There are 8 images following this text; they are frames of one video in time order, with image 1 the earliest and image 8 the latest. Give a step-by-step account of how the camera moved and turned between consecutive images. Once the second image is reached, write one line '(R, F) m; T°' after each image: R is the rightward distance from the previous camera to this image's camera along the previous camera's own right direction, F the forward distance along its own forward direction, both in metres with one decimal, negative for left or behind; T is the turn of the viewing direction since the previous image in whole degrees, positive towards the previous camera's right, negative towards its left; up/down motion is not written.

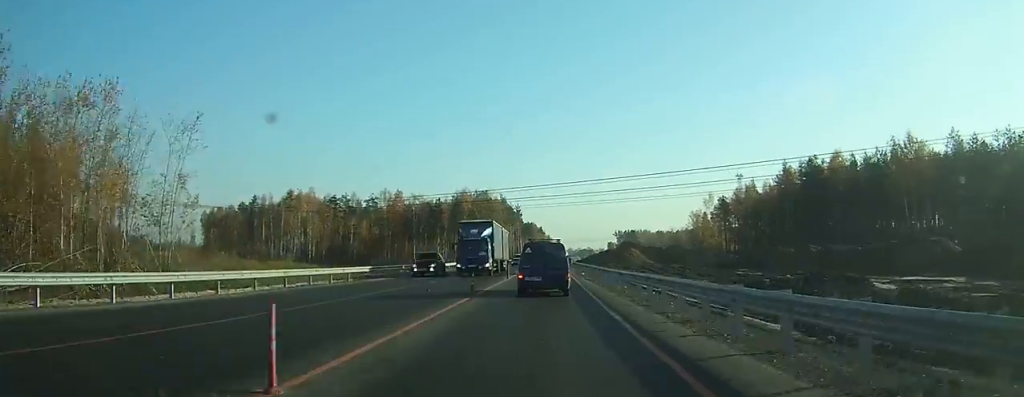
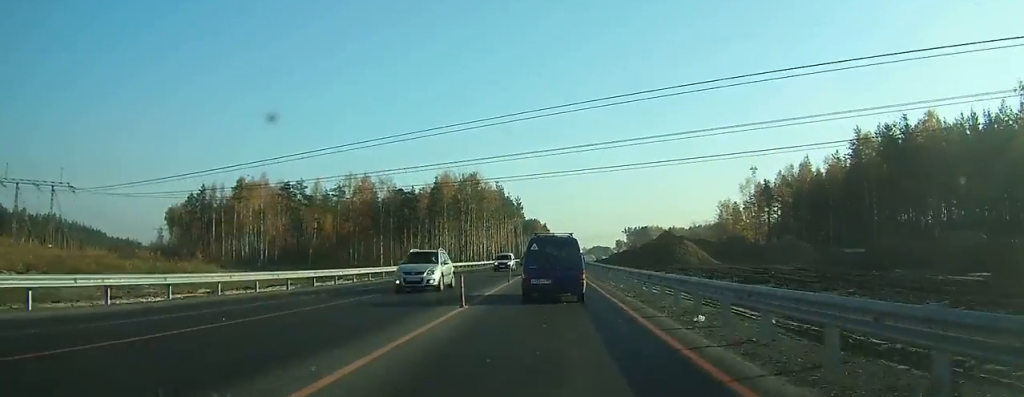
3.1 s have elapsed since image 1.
(-0.3, +34.2) m; 0°
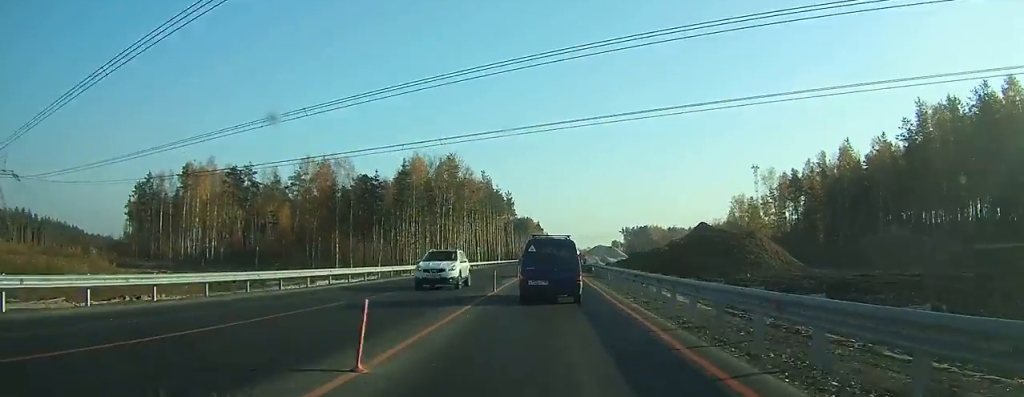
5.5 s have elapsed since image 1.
(+0.2, +23.2) m; +2°
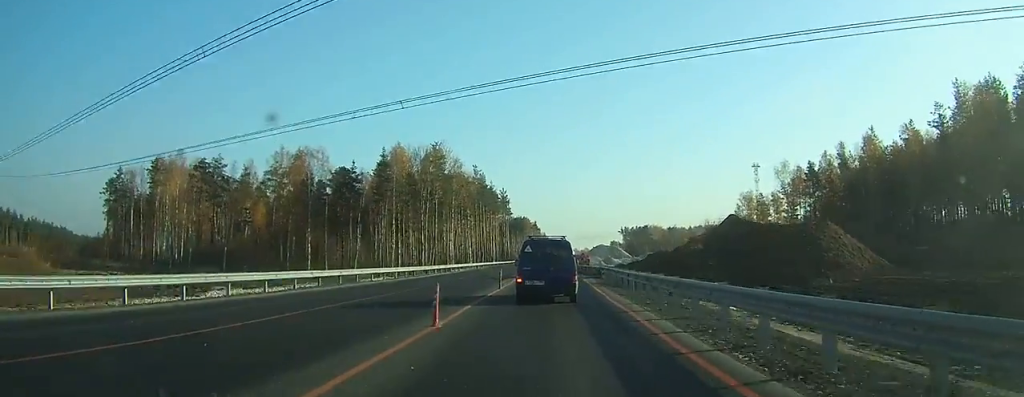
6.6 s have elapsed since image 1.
(0.0, +10.7) m; +1°
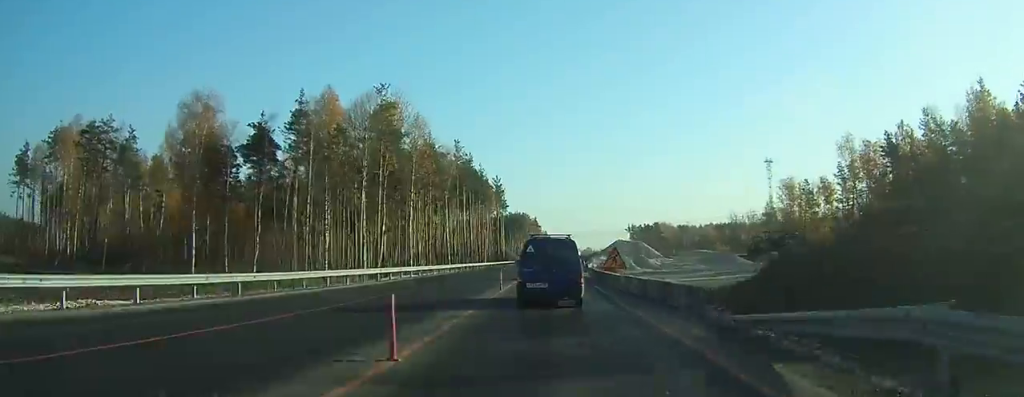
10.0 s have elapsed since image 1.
(+0.3, +29.7) m; 0°
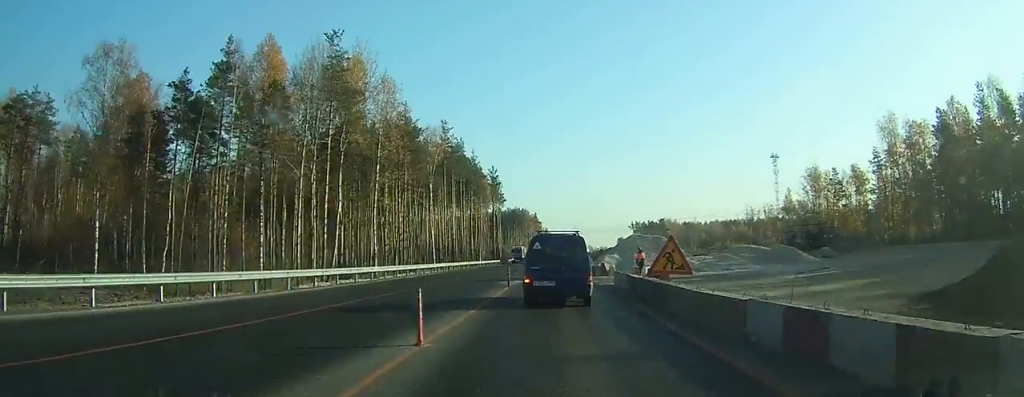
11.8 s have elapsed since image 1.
(-0.1, +14.2) m; 0°
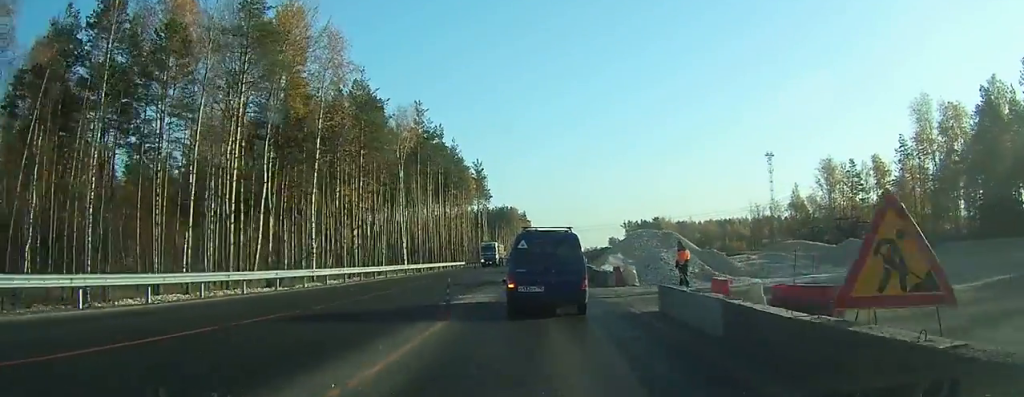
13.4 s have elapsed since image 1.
(+0.1, +11.5) m; 0°
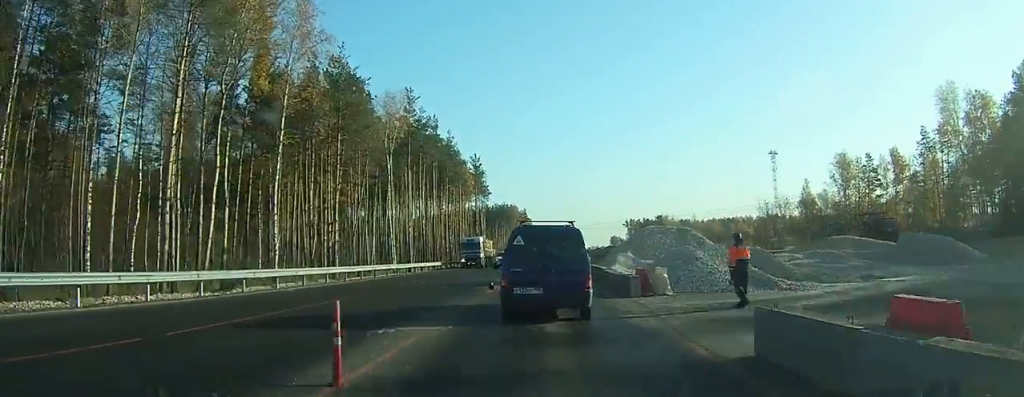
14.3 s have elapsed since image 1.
(+0.1, +6.4) m; 0°
